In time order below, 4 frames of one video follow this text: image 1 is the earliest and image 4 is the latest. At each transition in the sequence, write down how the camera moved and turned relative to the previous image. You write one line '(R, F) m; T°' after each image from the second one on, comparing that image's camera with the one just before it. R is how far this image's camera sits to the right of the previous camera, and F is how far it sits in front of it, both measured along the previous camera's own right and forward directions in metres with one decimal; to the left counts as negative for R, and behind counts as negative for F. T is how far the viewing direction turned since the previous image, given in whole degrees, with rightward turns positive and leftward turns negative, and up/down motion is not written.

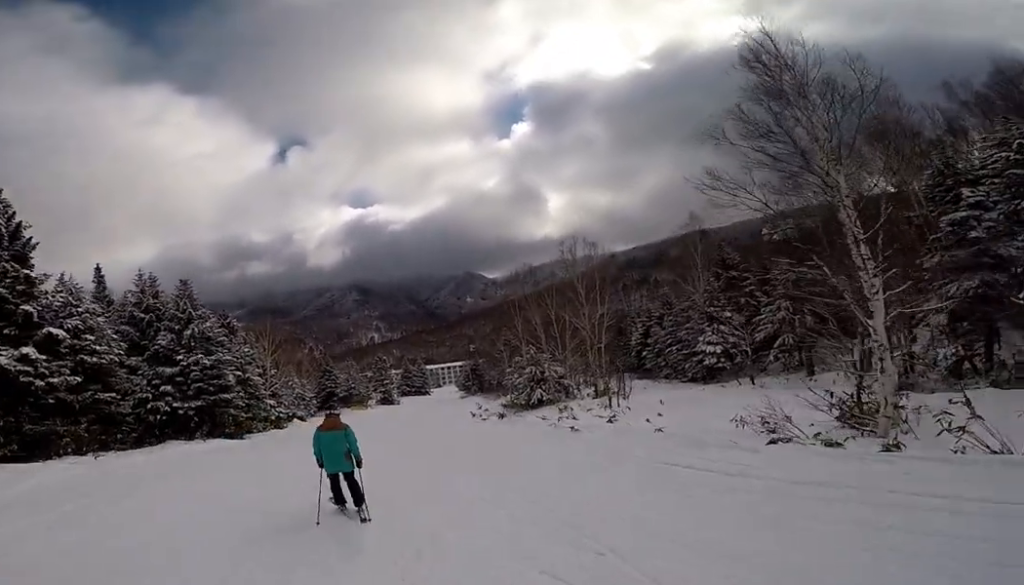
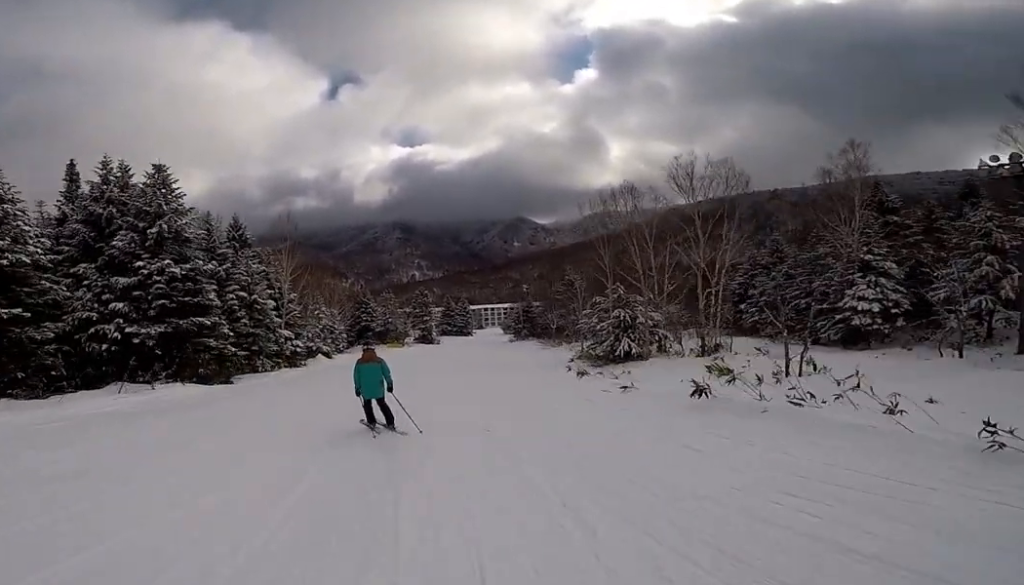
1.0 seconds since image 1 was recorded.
(-0.4, +9.5) m; -1°
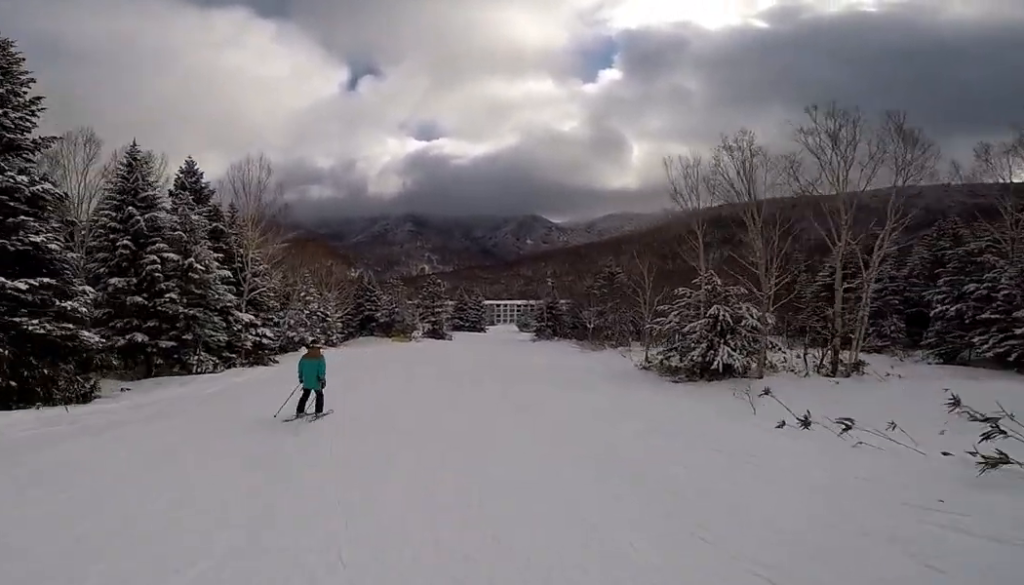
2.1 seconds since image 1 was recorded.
(+0.3, +10.6) m; 0°
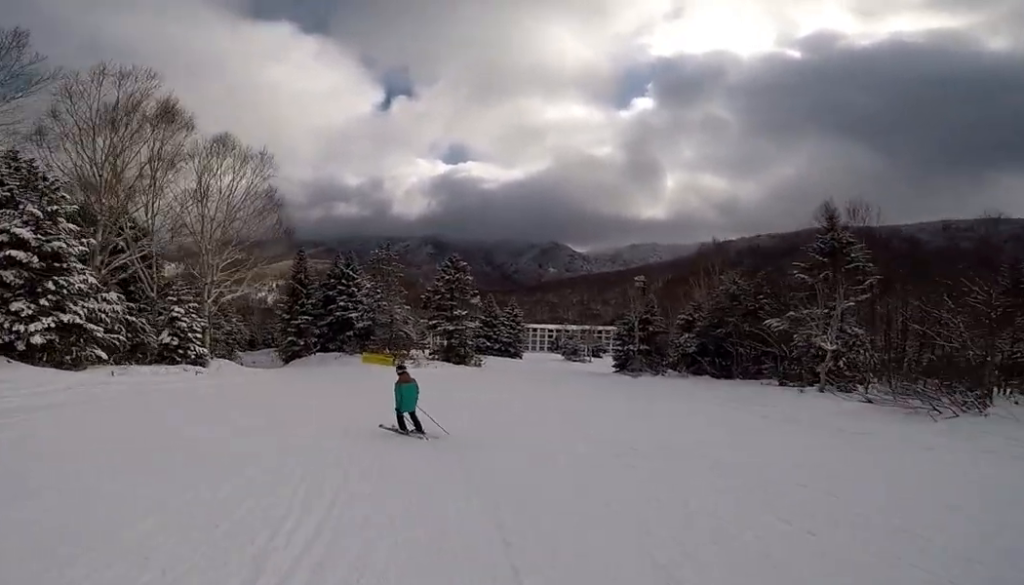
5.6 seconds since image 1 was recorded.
(+2.6, +30.2) m; 0°
